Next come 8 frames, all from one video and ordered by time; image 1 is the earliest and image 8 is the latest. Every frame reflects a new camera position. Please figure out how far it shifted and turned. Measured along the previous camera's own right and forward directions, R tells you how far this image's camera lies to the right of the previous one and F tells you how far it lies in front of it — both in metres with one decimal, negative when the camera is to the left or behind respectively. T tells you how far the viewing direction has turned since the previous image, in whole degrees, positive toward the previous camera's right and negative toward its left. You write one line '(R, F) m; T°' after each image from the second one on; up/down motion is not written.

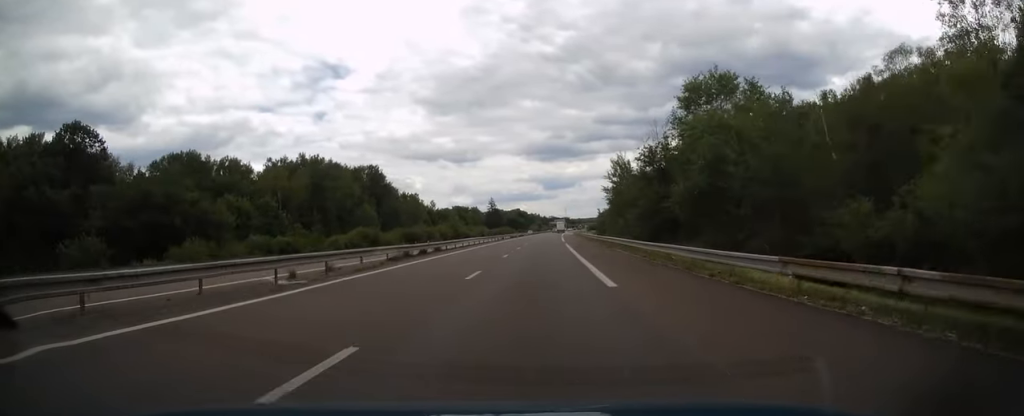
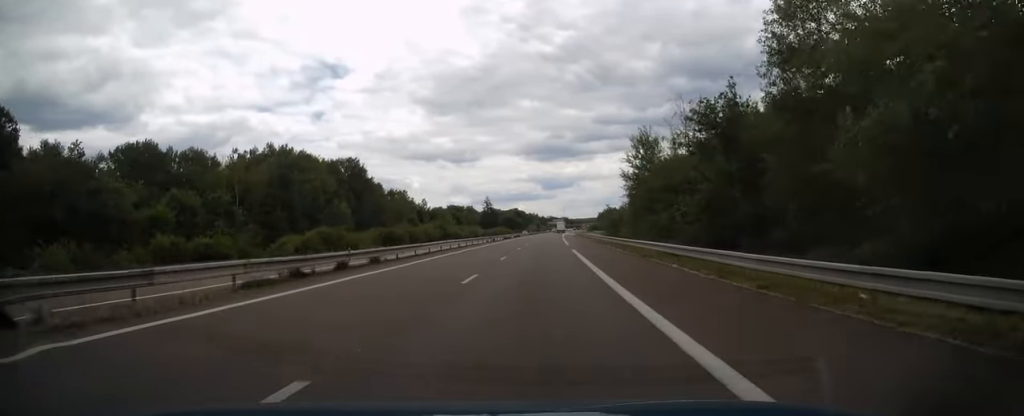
(0.0, +14.5) m; 0°
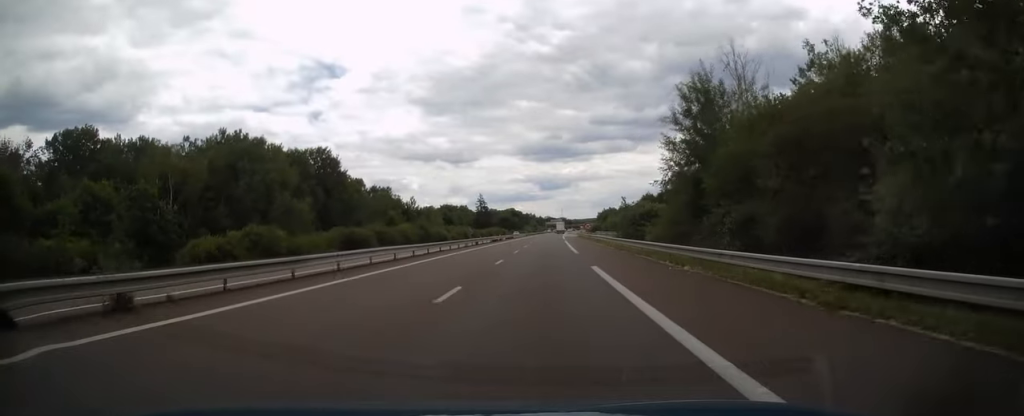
(0.0, +16.5) m; 0°
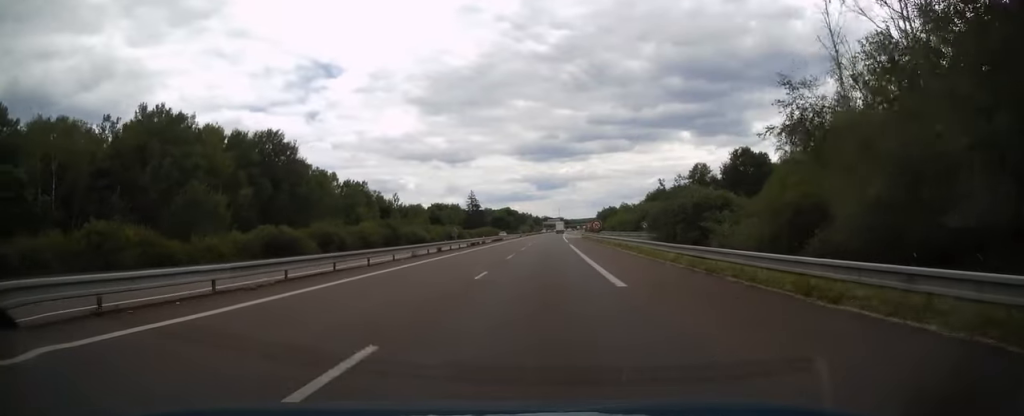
(0.0, +20.6) m; 0°
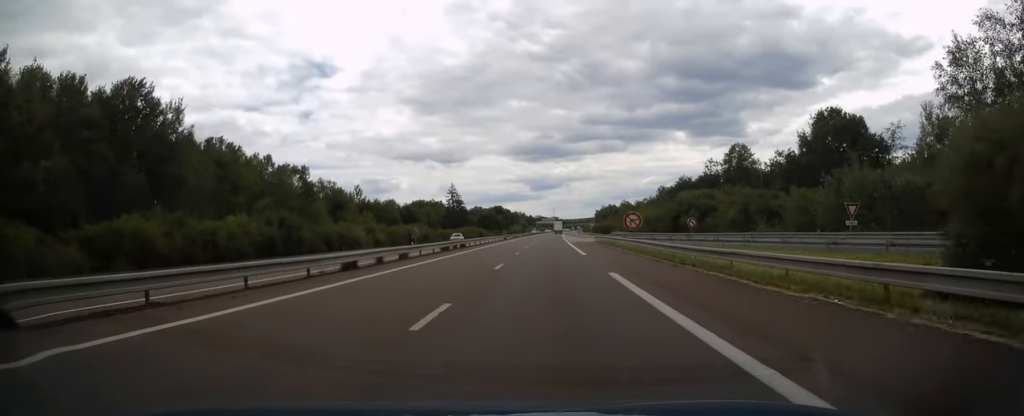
(+0.1, +34.6) m; 0°
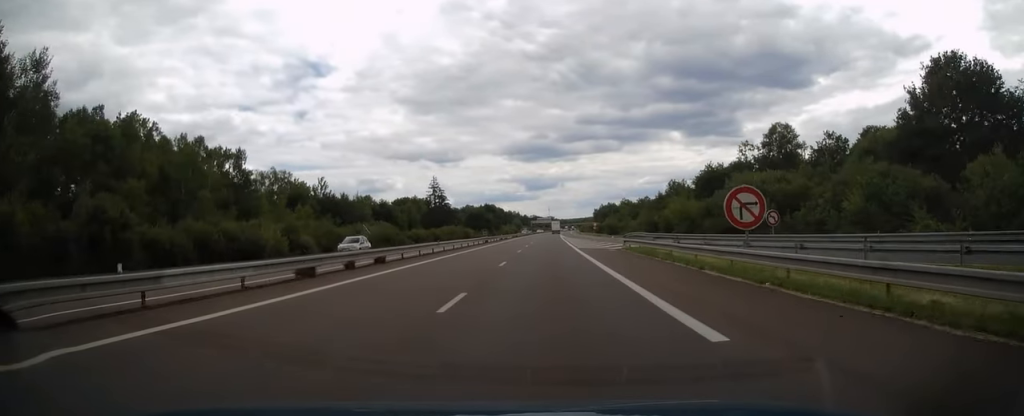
(+0.1, +24.0) m; 0°
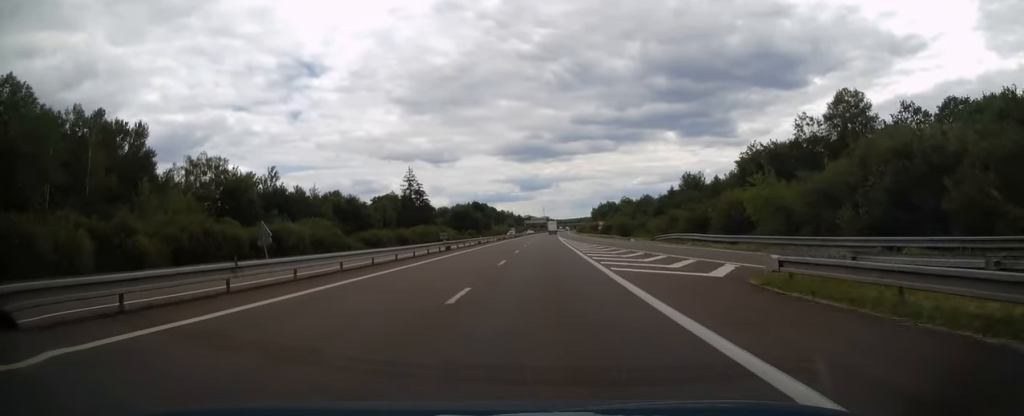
(0.0, +24.5) m; 0°
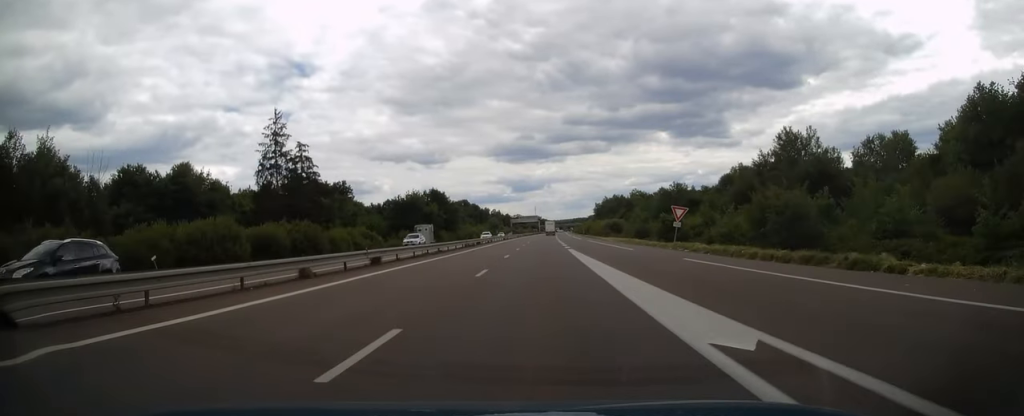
(+0.7, +70.7) m; +1°
